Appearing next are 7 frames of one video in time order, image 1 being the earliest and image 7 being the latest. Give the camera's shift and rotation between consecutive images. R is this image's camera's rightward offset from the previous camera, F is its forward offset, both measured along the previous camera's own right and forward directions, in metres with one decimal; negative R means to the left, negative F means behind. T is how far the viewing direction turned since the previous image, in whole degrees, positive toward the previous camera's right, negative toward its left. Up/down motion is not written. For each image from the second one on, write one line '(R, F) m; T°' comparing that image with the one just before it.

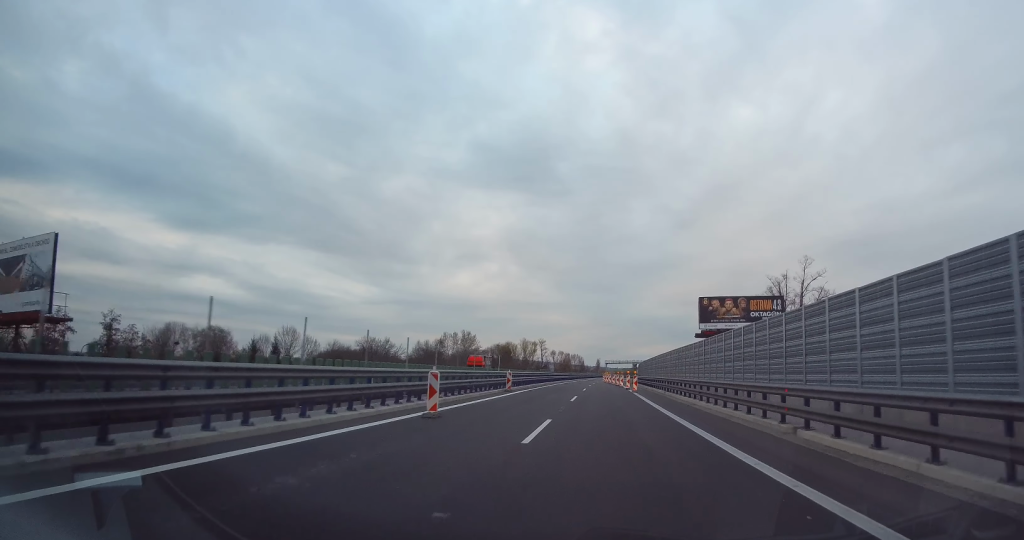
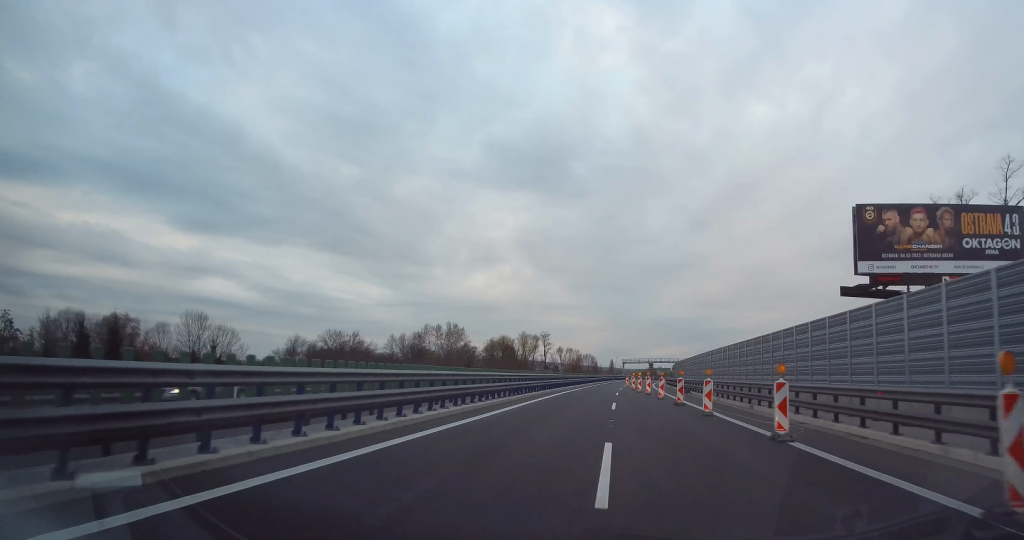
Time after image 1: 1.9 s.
(-0.8, +41.2) m; -1°
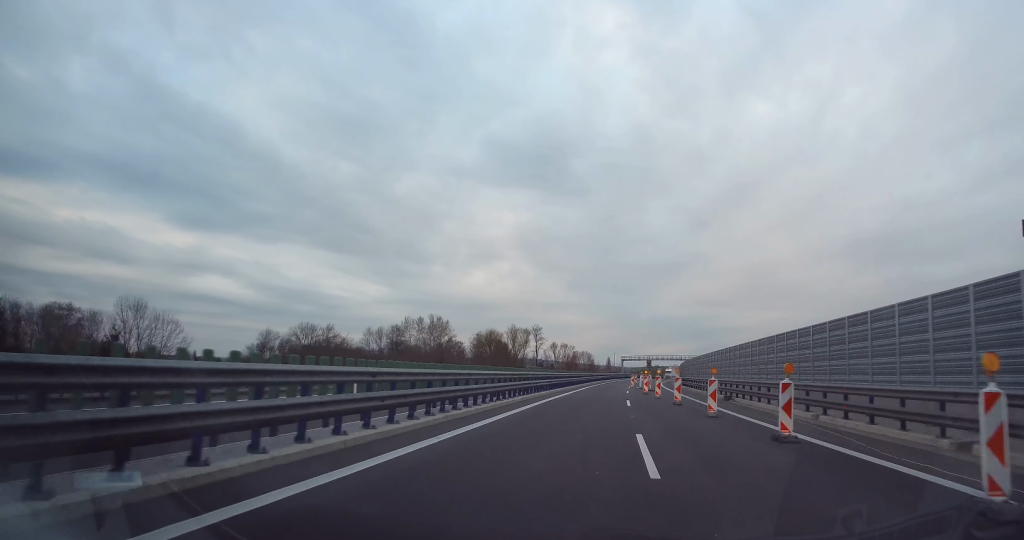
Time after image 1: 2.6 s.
(+0.1, +16.2) m; +1°
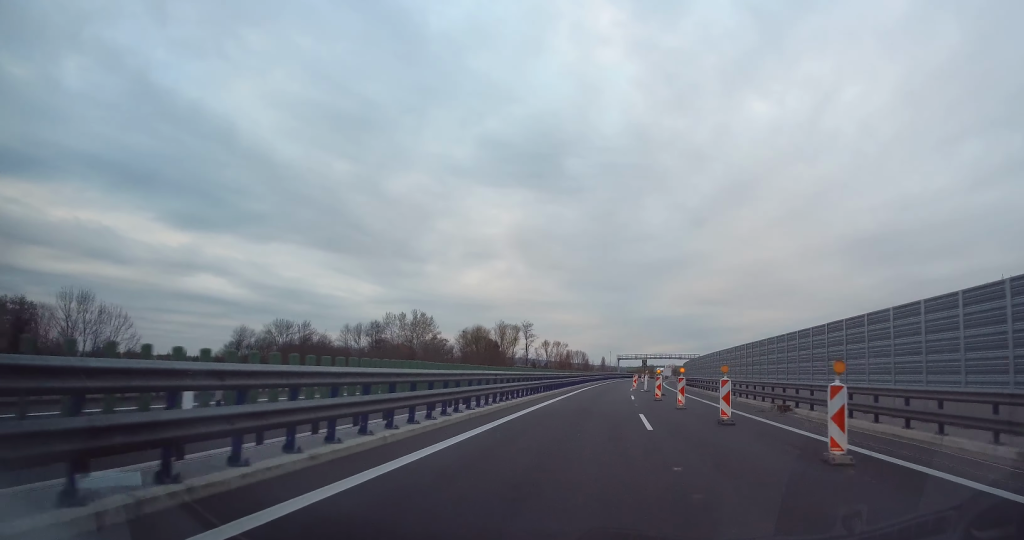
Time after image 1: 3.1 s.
(0.0, +10.4) m; +1°
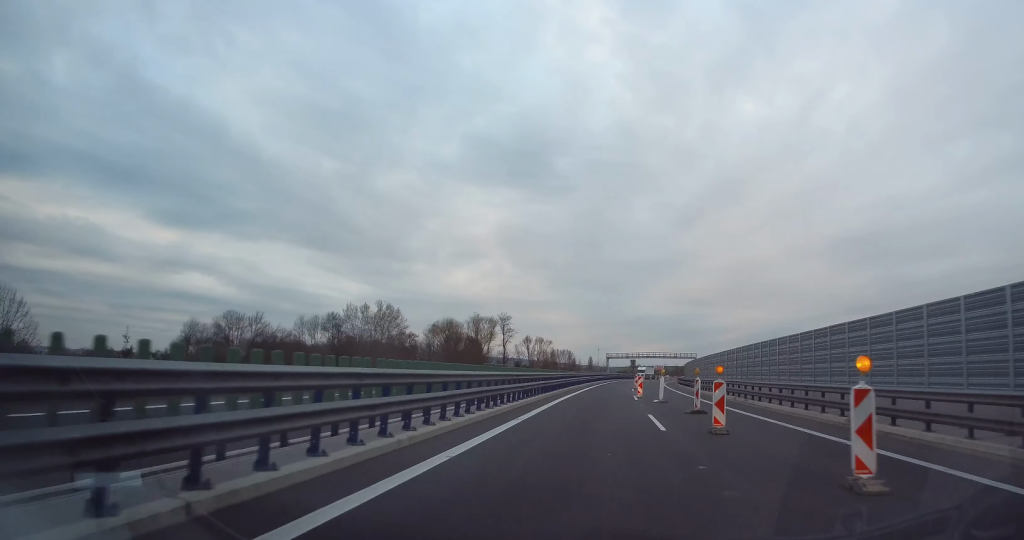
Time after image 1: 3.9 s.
(+0.2, +18.3) m; +1°
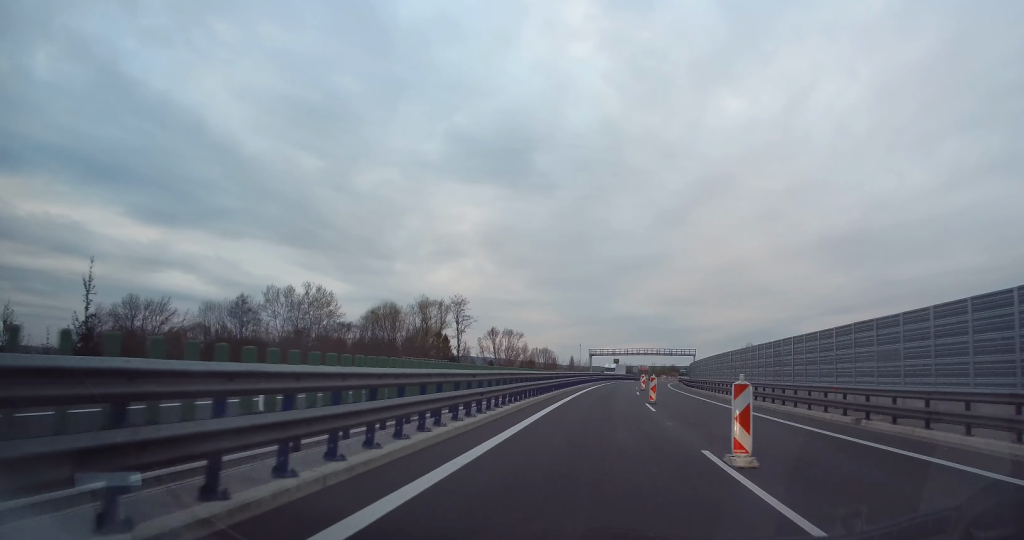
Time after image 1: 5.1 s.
(+0.2, +27.6) m; +2°
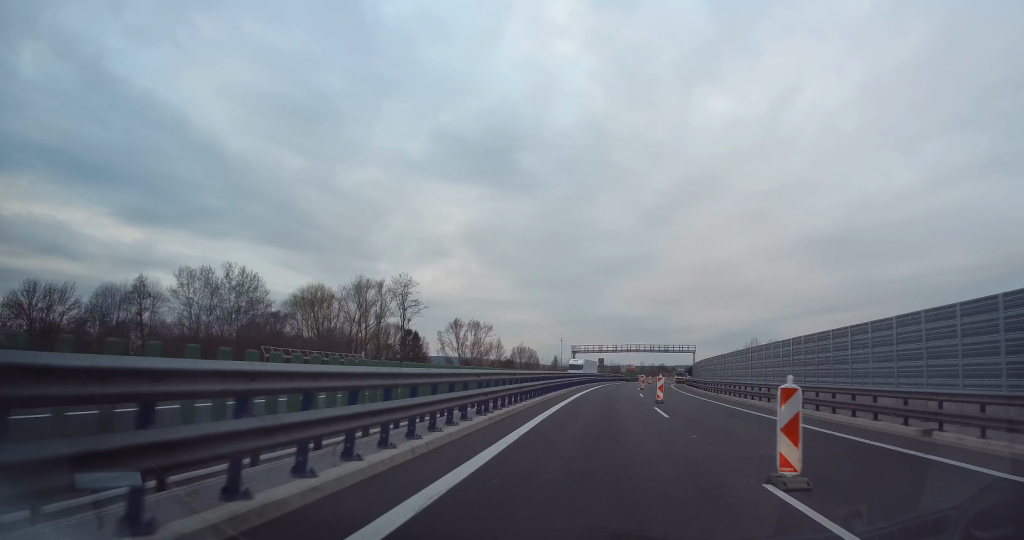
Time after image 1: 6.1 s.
(+0.6, +21.4) m; +2°
